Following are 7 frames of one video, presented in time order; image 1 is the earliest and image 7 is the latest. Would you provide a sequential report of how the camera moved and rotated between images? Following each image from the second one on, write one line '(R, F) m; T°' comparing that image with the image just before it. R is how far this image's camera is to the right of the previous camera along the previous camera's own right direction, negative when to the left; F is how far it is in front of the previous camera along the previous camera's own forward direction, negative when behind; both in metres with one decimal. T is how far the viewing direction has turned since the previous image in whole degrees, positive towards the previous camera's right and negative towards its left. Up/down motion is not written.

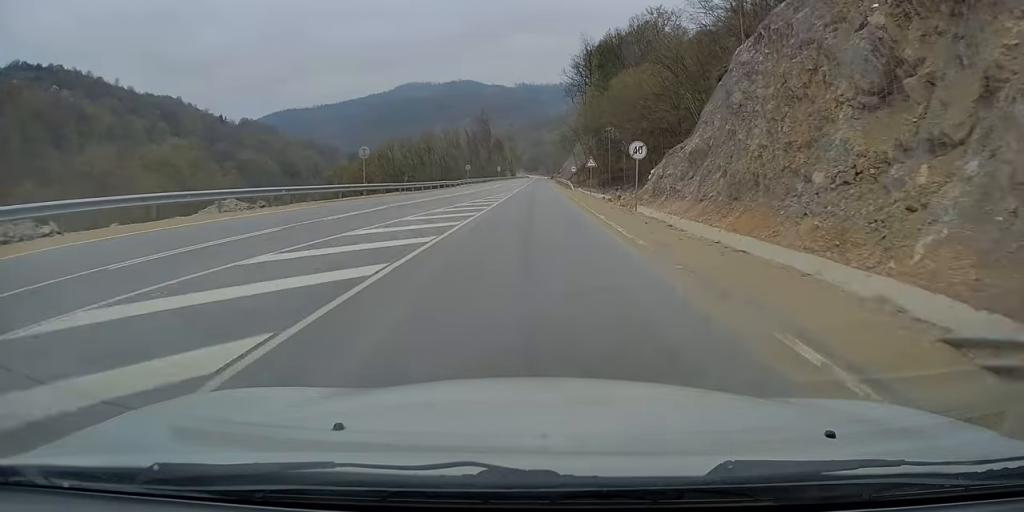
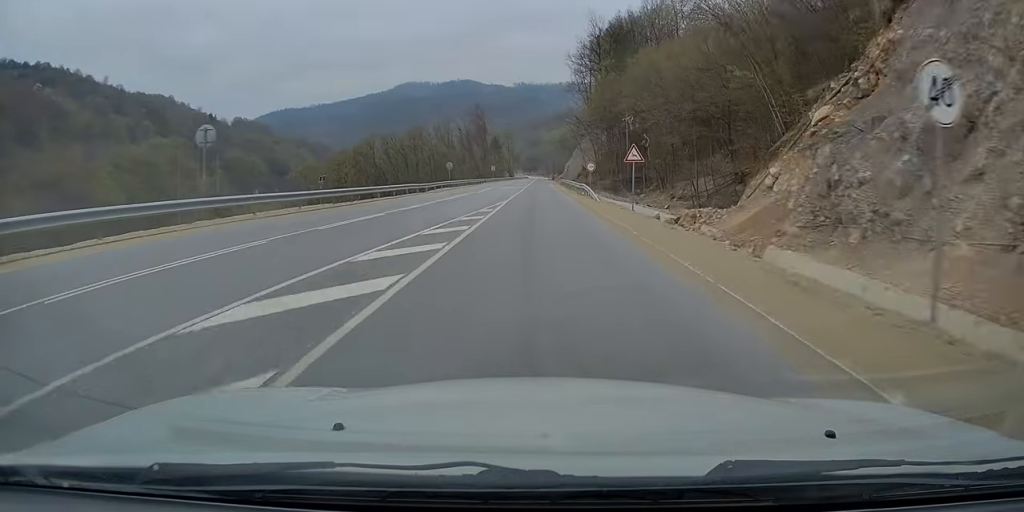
(0.0, +19.6) m; 0°
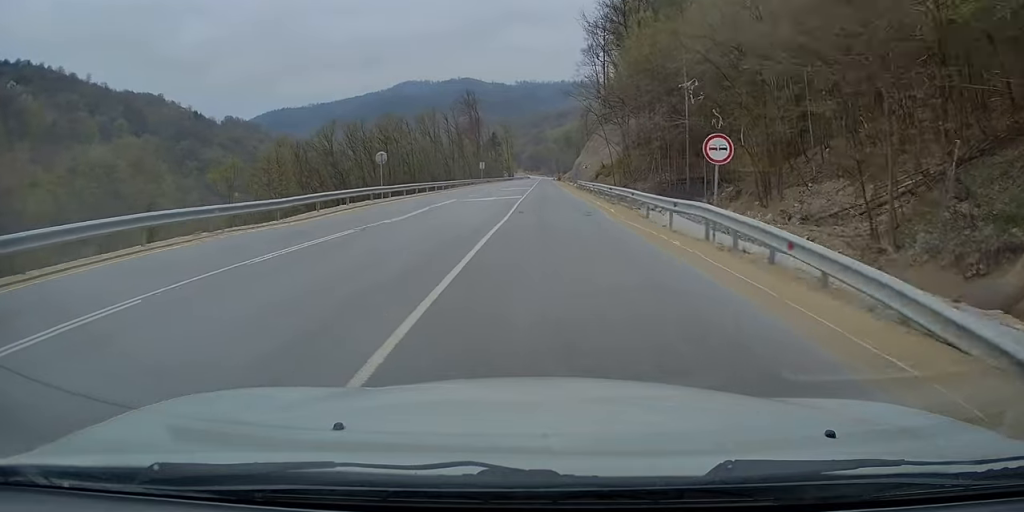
(+0.2, +32.0) m; +1°
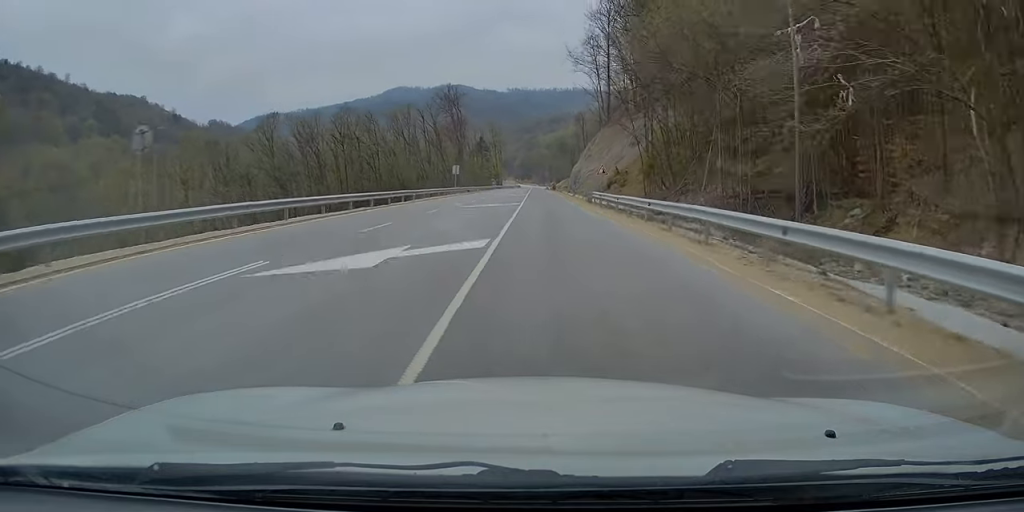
(+0.2, +23.5) m; 0°
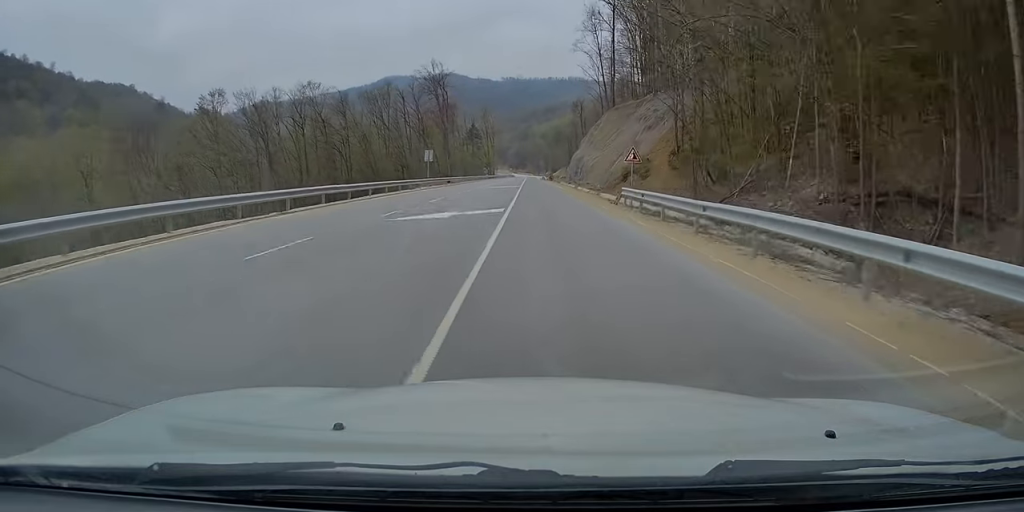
(0.0, +15.5) m; 0°
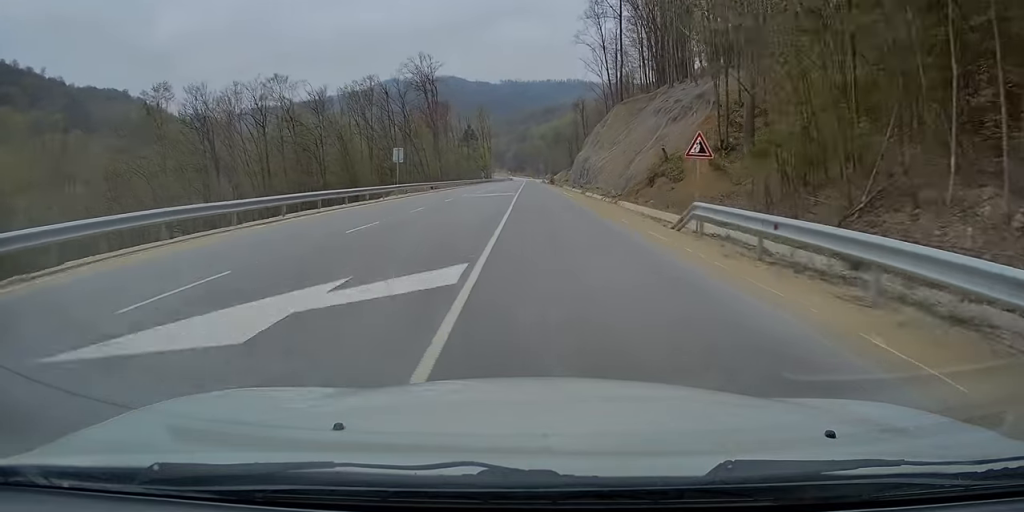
(0.0, +12.4) m; 0°
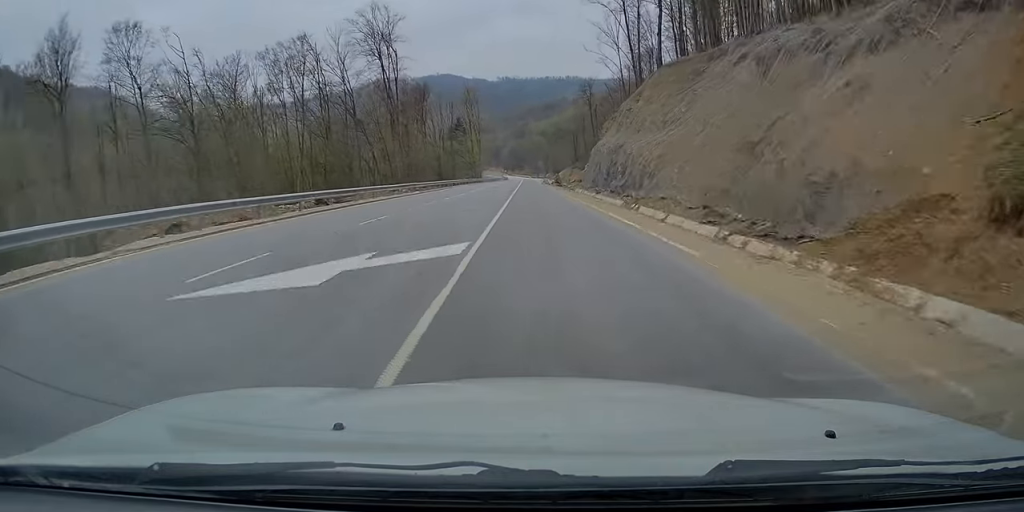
(0.0, +34.1) m; 0°
